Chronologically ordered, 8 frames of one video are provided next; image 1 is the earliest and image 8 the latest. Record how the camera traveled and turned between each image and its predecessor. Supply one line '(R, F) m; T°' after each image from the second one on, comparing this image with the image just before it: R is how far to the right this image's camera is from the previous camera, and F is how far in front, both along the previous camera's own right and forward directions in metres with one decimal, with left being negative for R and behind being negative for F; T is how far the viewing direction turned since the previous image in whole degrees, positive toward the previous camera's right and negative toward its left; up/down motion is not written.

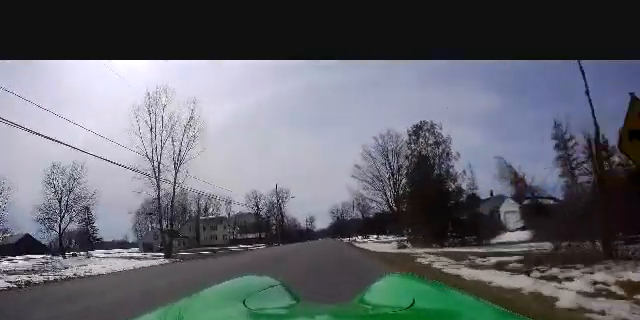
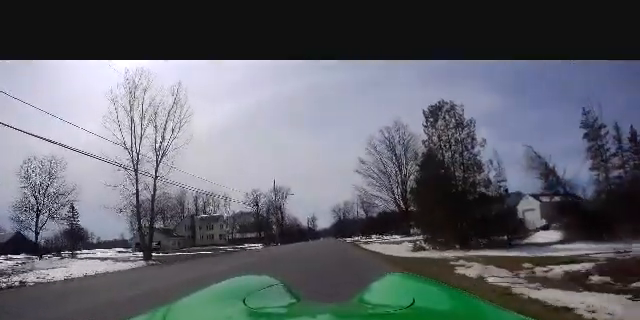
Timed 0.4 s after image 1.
(-0.1, +4.2) m; 0°
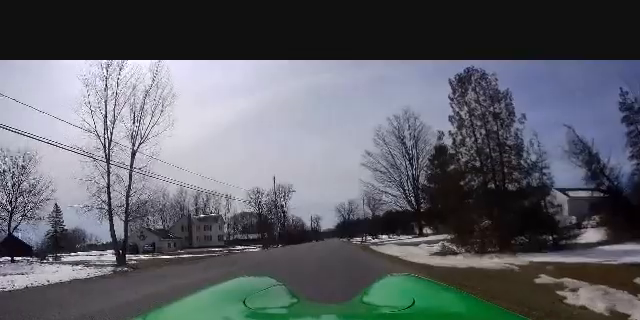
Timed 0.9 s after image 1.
(+0.2, +4.6) m; 0°
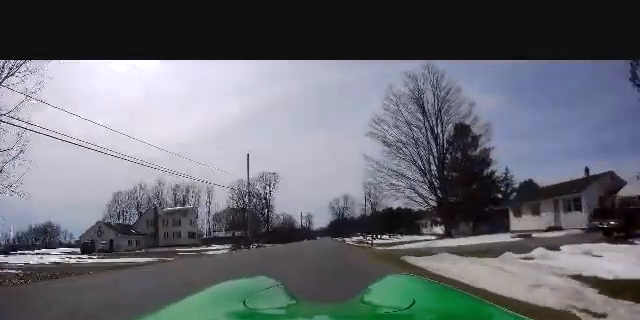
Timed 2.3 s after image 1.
(-0.1, +13.6) m; -2°
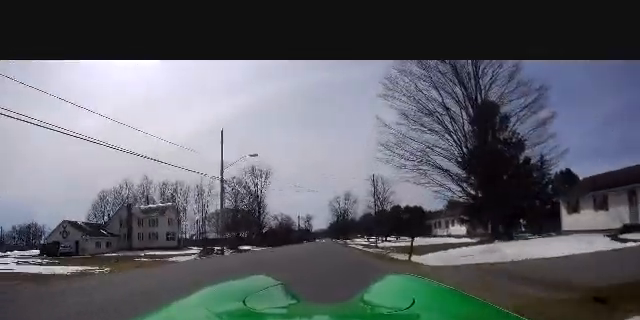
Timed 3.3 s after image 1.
(0.0, +10.0) m; +2°
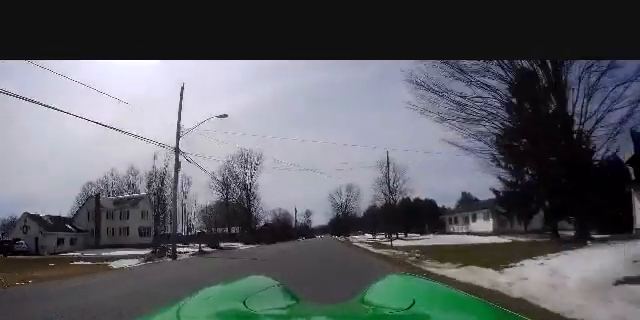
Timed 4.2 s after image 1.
(+0.3, +9.3) m; 0°
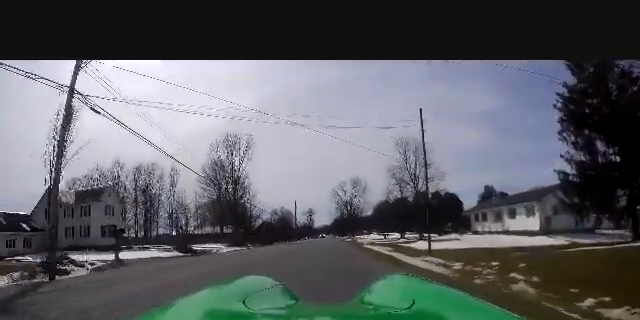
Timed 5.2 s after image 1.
(-0.3, +10.3) m; -2°
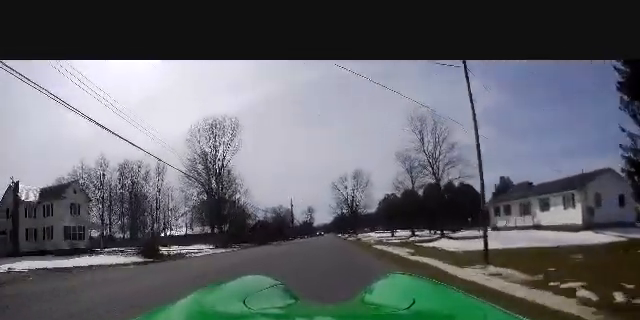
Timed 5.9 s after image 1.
(-0.1, +7.0) m; +1°
